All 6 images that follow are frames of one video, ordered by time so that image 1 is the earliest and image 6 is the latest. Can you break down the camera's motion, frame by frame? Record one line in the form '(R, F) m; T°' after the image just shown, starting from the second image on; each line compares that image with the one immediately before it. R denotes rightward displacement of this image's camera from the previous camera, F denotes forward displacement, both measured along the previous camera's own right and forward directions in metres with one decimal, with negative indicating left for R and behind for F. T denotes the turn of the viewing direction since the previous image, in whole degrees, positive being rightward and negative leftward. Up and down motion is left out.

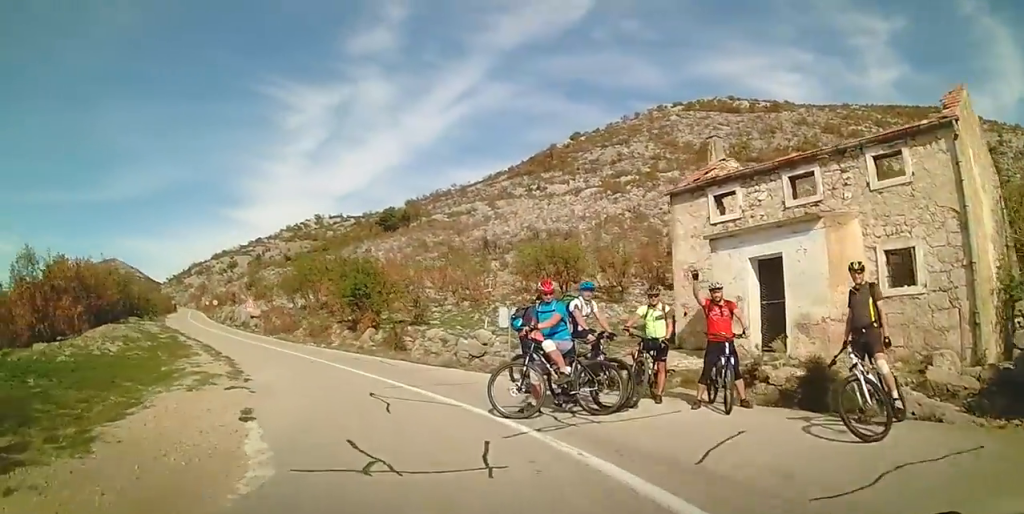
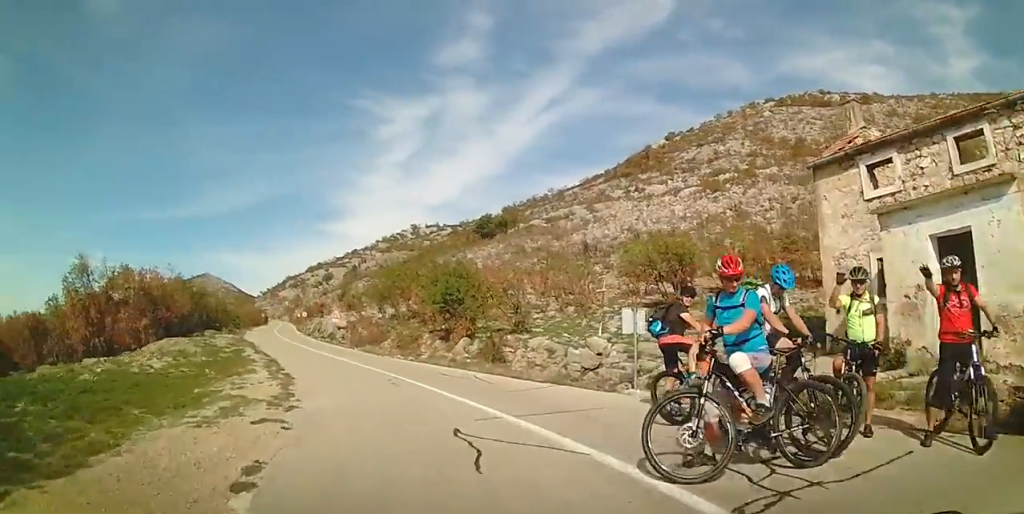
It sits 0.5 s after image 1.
(-0.4, +3.1) m; -8°
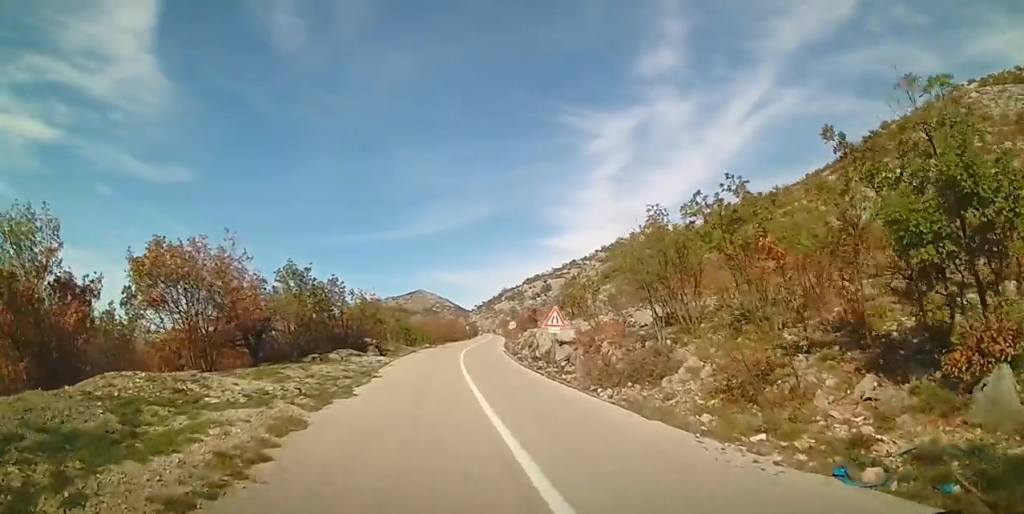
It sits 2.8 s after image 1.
(0.0, +18.1) m; 0°
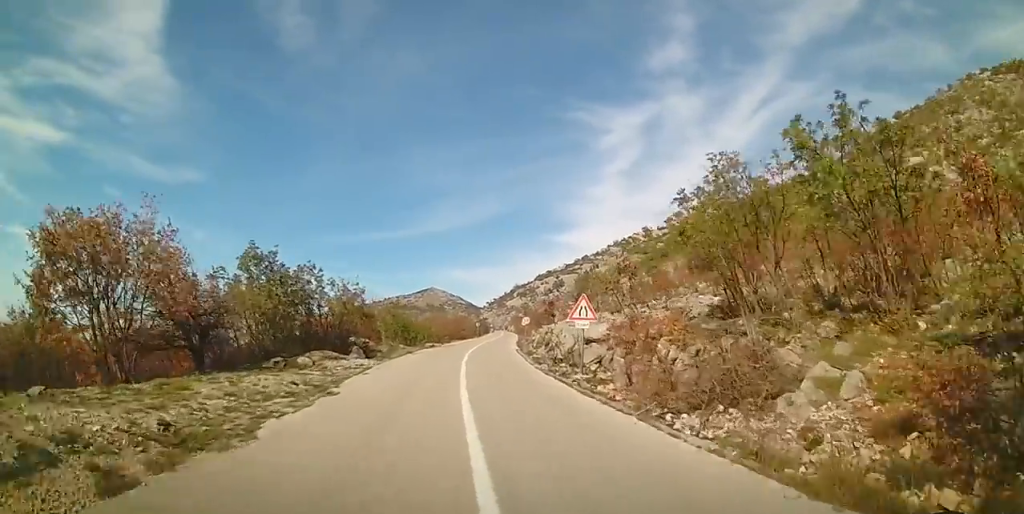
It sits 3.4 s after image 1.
(0.0, +5.1) m; 0°
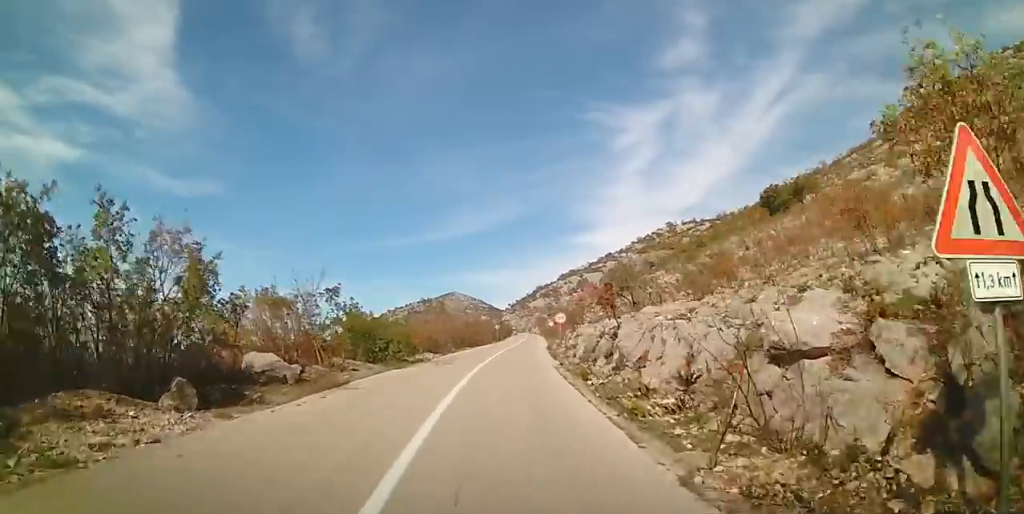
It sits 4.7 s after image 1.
(0.0, +14.4) m; -1°
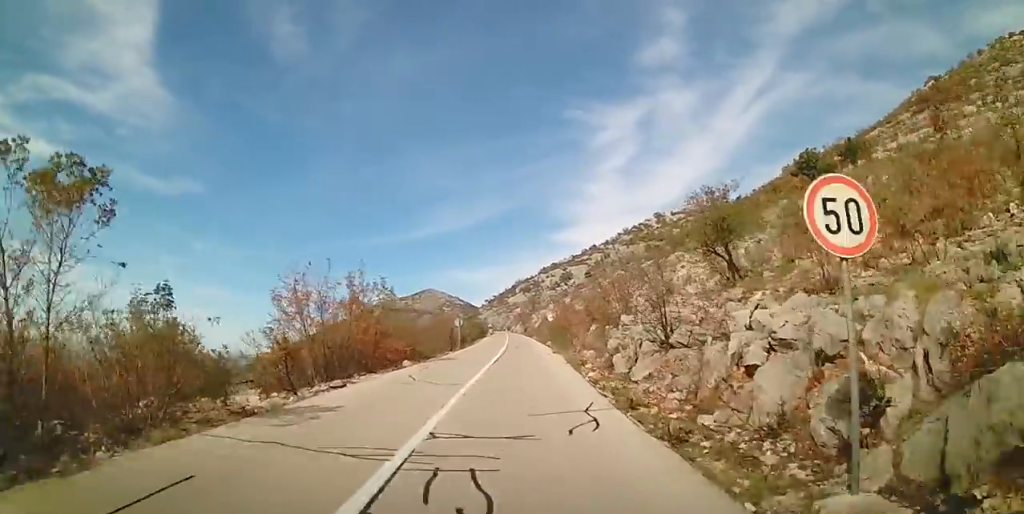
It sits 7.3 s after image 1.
(-1.3, +32.0) m; -1°
